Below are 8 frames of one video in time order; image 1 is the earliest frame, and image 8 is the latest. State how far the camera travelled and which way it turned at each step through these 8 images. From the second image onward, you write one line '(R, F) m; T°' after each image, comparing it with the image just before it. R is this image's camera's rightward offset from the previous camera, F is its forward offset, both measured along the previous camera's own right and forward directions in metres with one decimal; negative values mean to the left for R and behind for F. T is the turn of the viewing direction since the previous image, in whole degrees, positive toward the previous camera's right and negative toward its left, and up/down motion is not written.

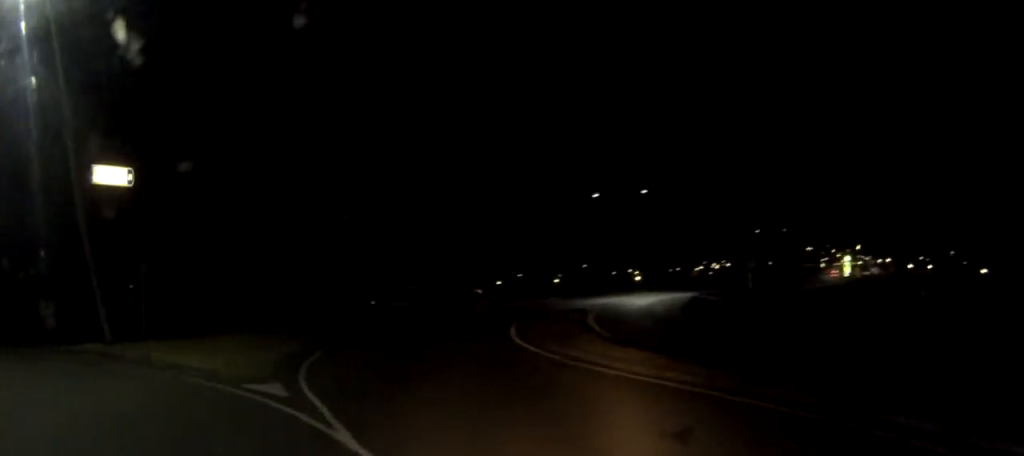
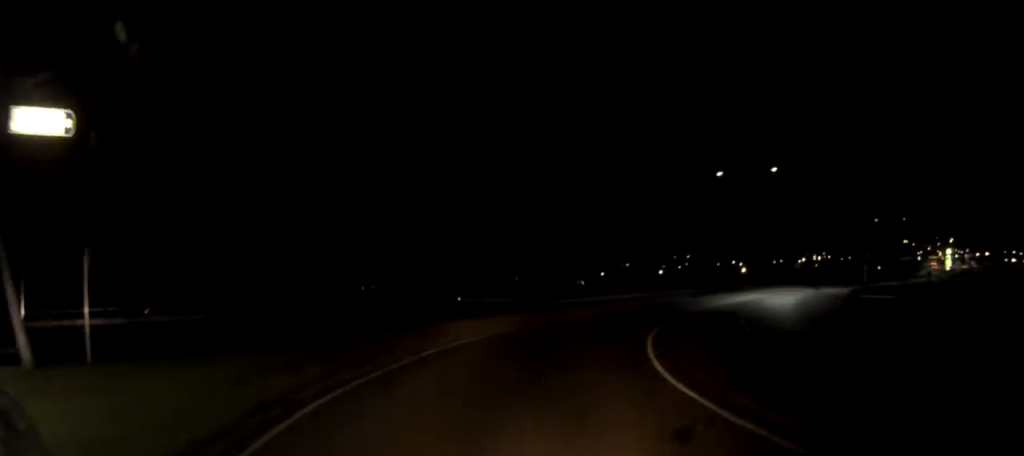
(-0.5, +8.5) m; -4°
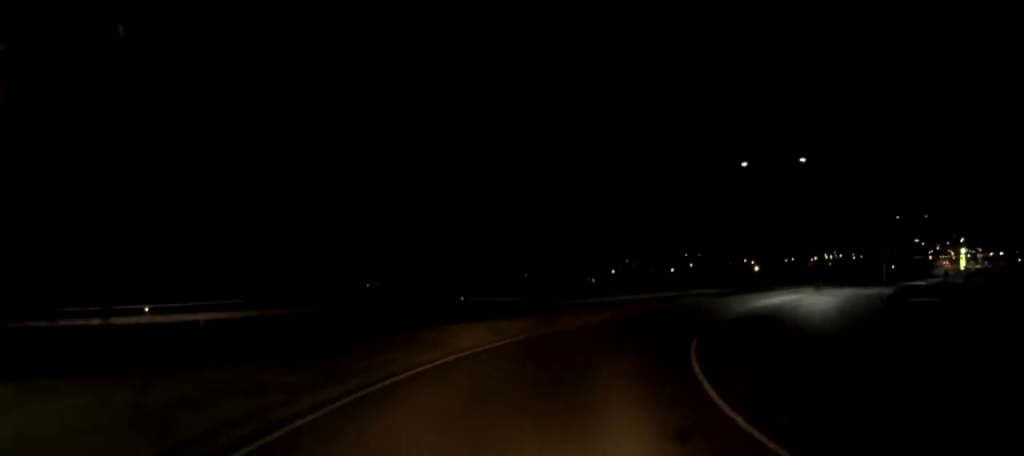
(-0.1, +3.7) m; 0°
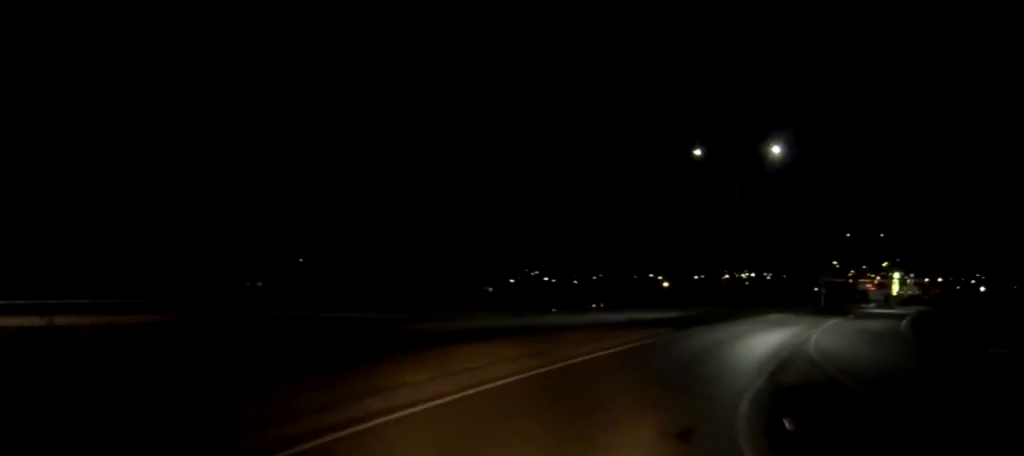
(+0.6, +10.8) m; +9°
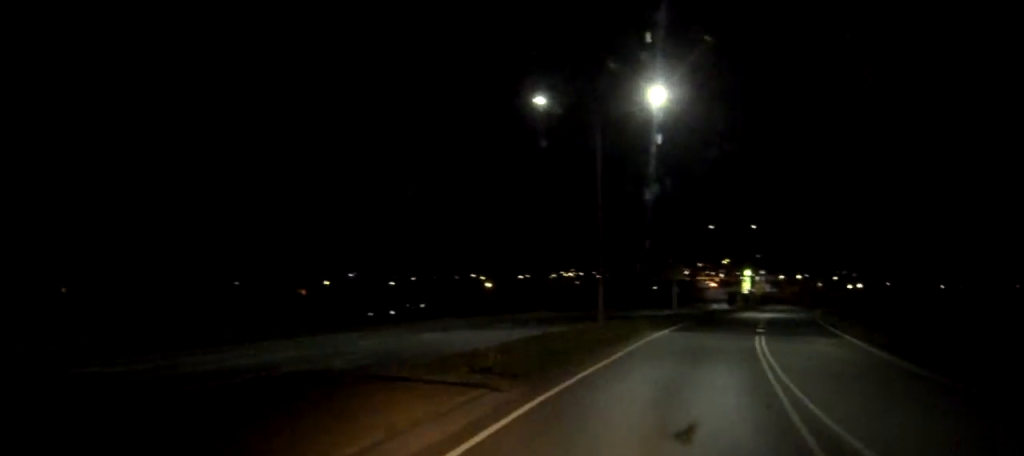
(+1.3, +11.5) m; +13°
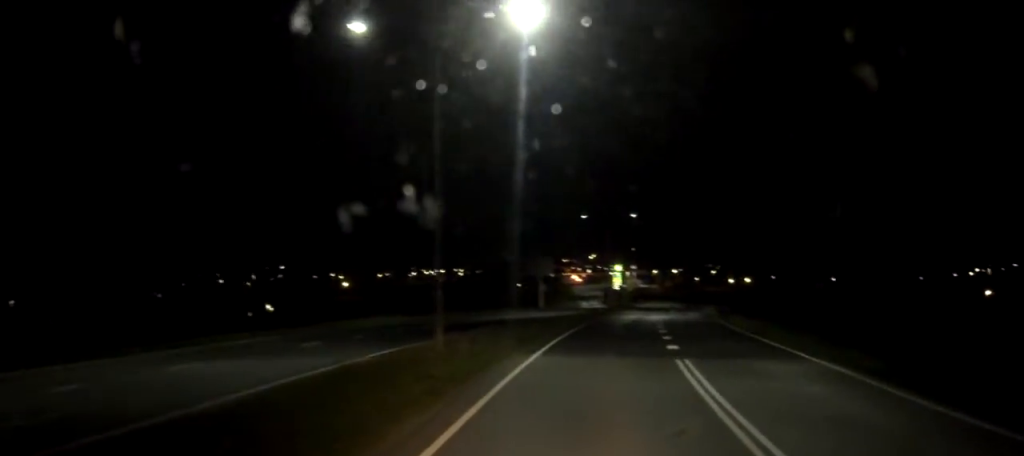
(+0.7, +8.4) m; +8°
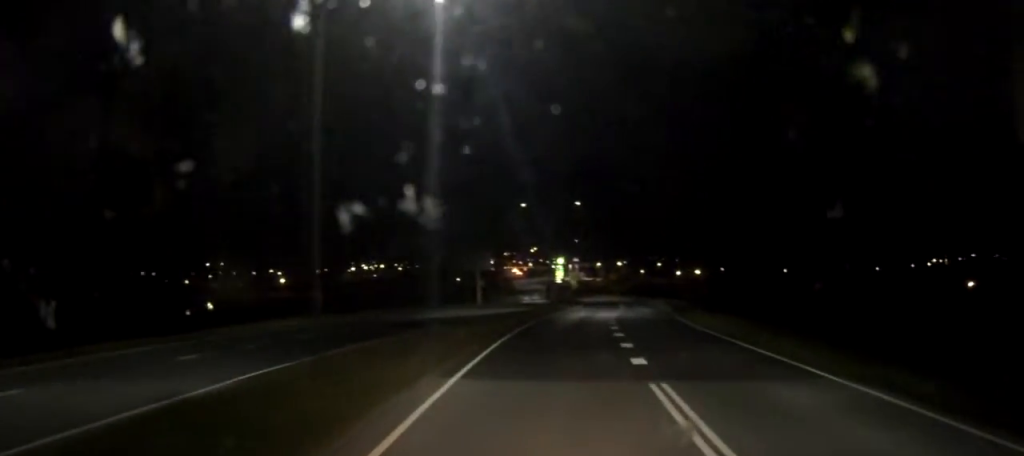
(+0.2, +4.8) m; +4°
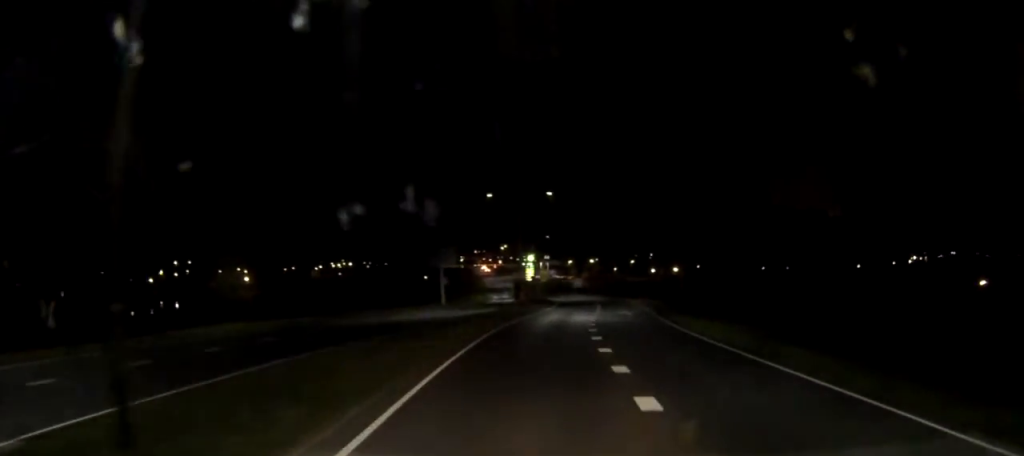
(+0.2, +5.2) m; +2°
